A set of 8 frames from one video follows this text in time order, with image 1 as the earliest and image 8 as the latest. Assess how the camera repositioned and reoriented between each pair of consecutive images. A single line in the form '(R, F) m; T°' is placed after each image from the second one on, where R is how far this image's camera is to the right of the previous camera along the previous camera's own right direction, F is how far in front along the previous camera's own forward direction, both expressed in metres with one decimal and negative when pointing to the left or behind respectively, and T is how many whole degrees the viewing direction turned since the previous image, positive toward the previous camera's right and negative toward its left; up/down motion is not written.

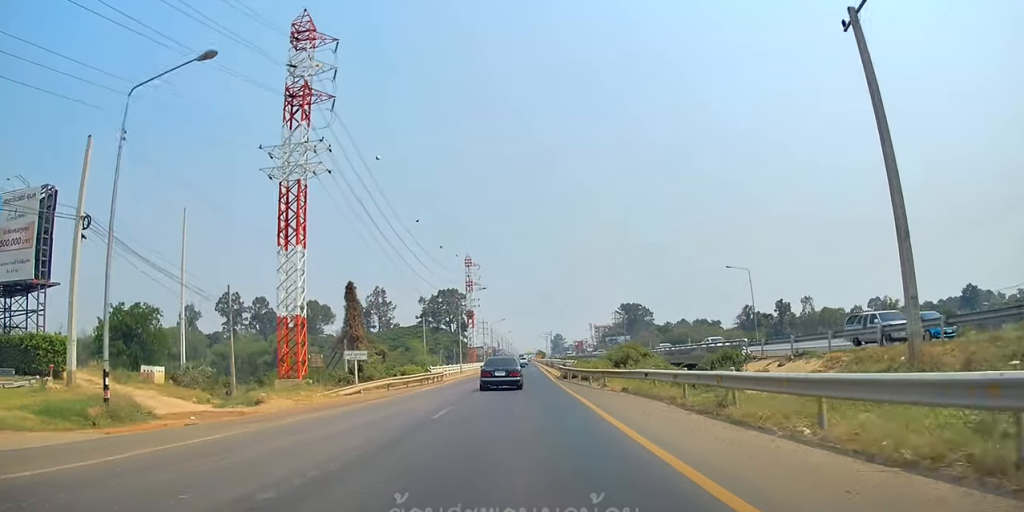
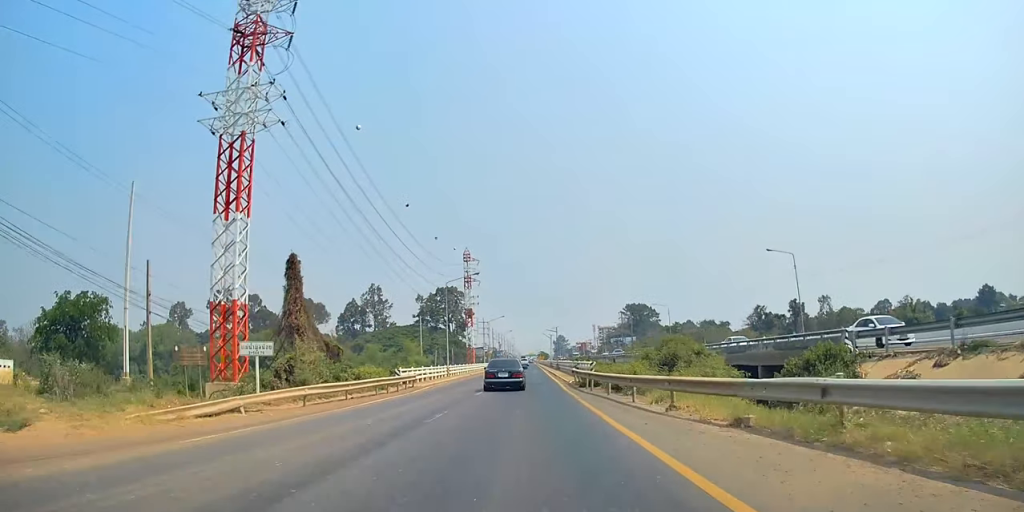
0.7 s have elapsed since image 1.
(0.0, +12.3) m; 0°
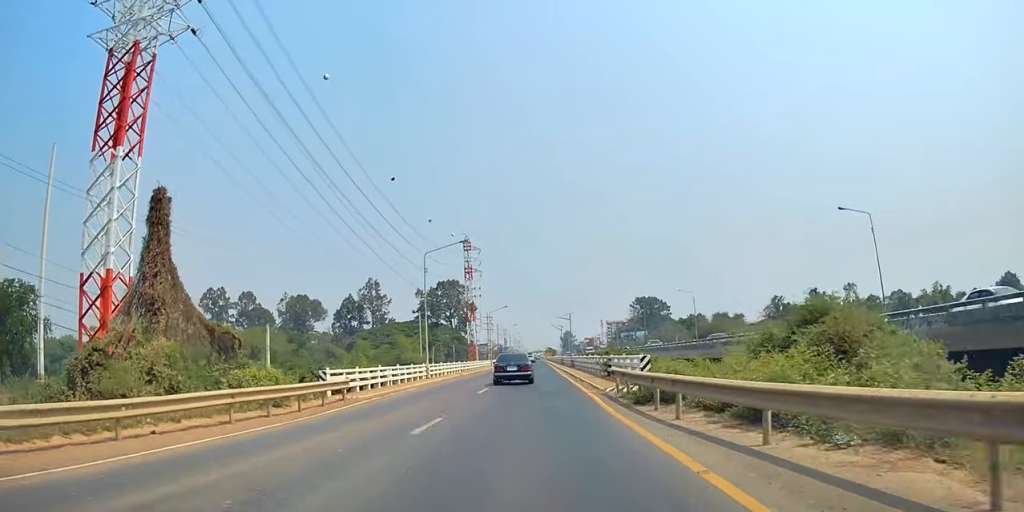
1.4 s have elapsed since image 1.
(0.0, +14.3) m; 0°
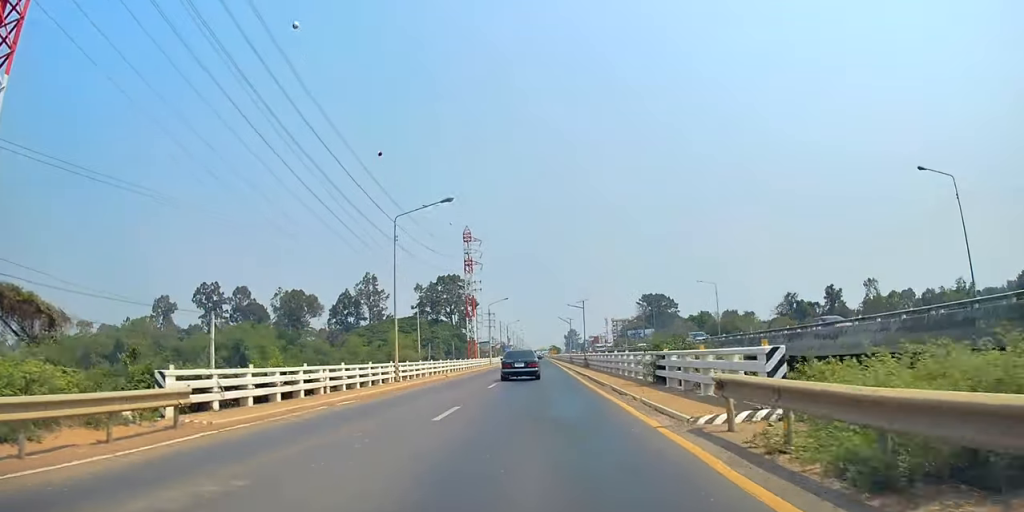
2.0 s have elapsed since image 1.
(+0.1, +10.1) m; -1°
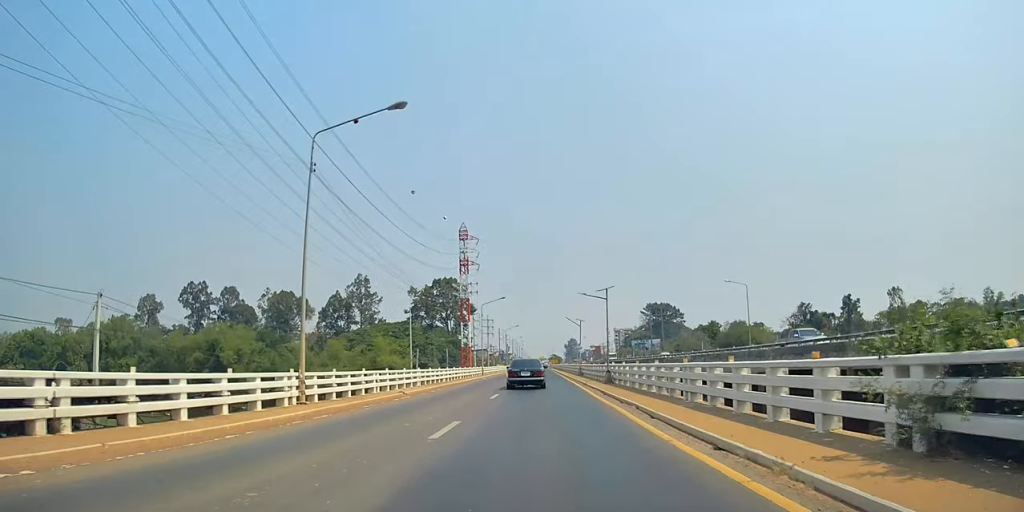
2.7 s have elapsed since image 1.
(-0.3, +13.8) m; -1°
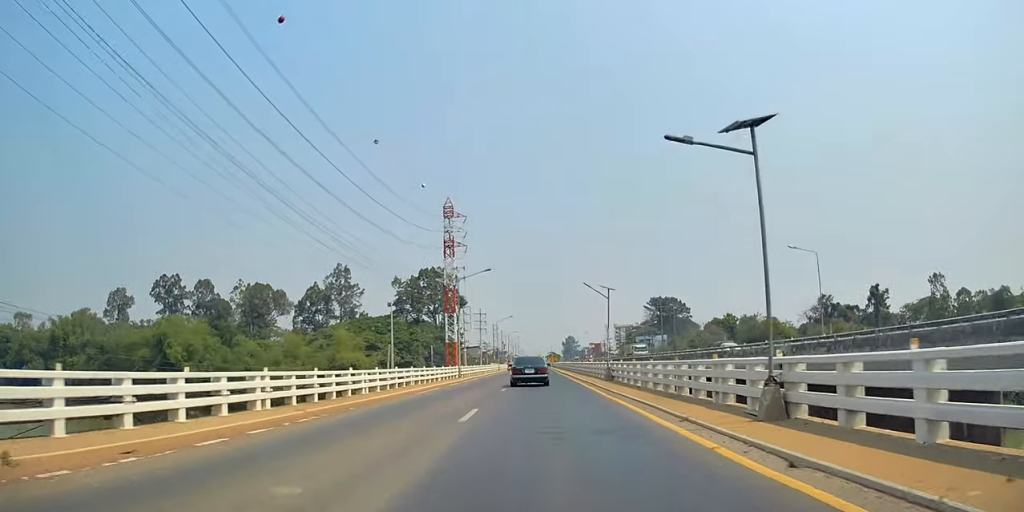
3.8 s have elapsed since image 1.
(0.0, +22.1) m; 0°
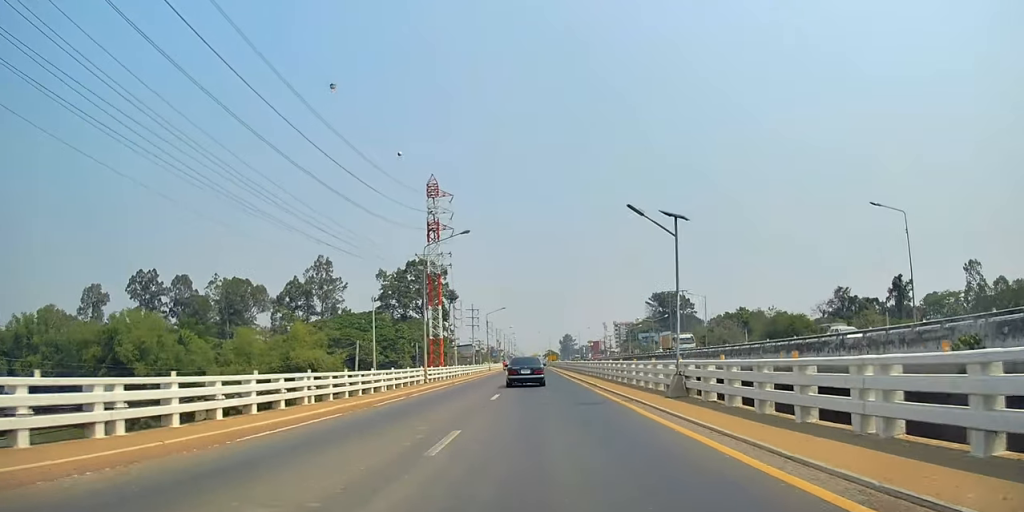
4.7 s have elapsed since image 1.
(-0.1, +17.0) m; 0°
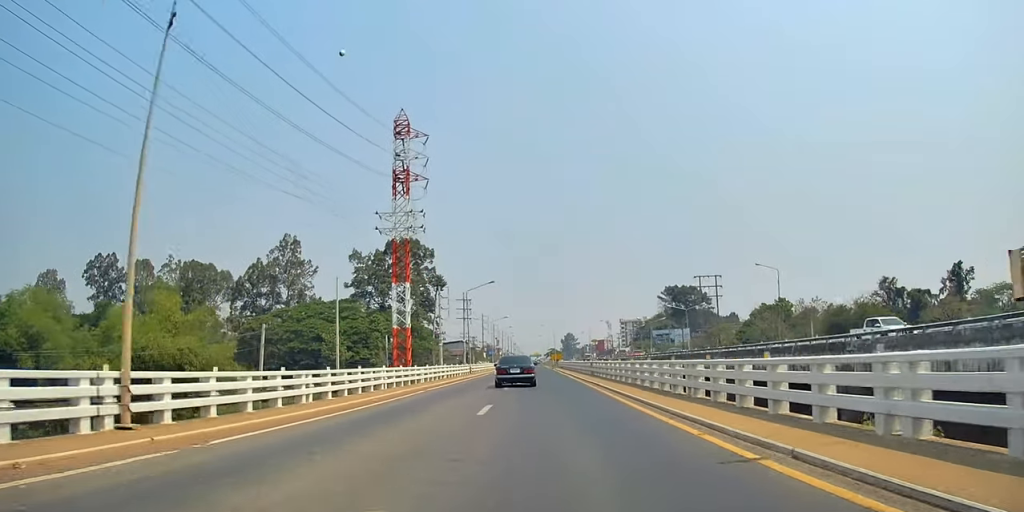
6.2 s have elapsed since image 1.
(+0.3, +29.9) m; 0°
